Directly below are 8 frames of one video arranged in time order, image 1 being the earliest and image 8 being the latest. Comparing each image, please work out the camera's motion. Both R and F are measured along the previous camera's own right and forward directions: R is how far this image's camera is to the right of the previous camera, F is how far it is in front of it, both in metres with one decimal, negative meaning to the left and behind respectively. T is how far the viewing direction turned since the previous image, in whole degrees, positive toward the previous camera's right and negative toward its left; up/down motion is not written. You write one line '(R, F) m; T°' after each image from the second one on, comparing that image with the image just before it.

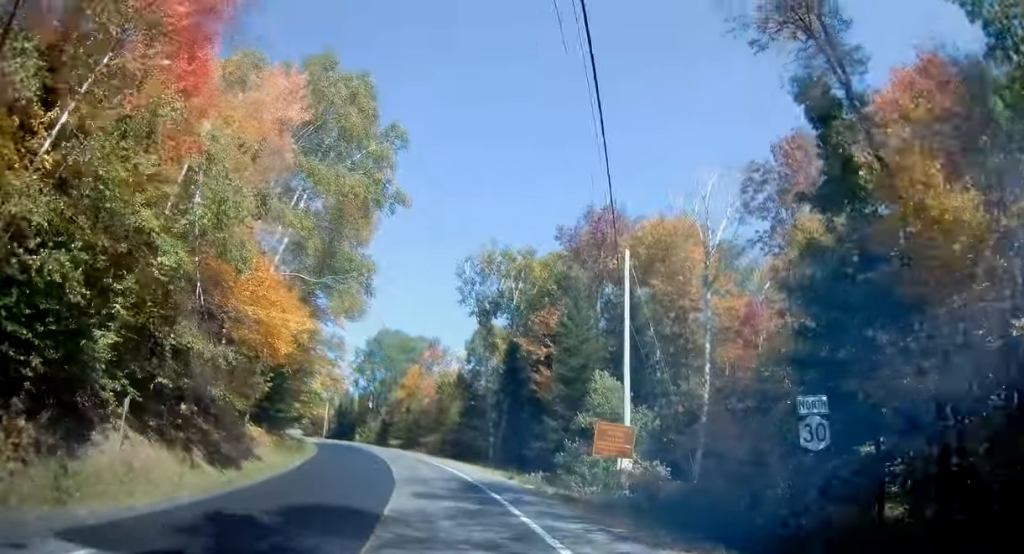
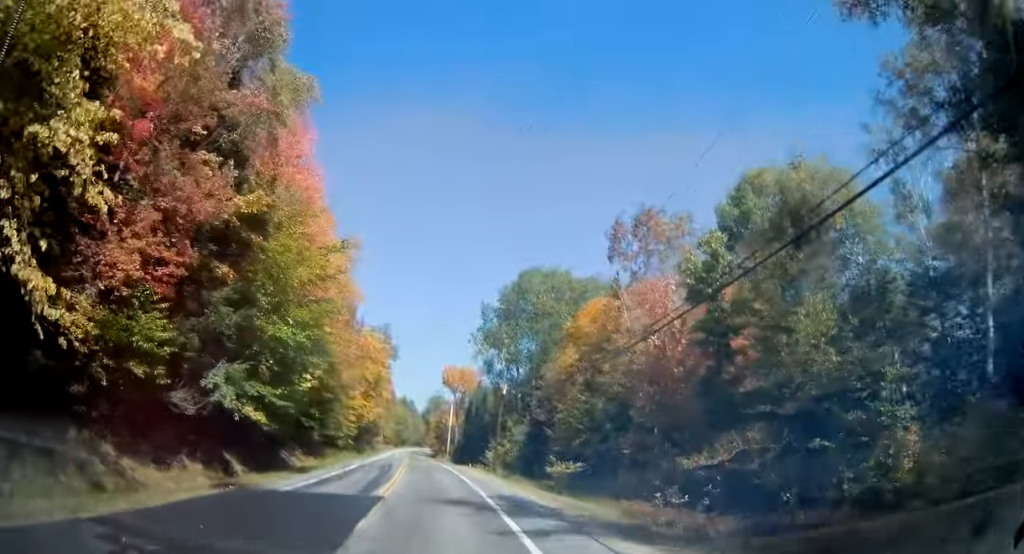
(-8.2, +60.9) m; -16°
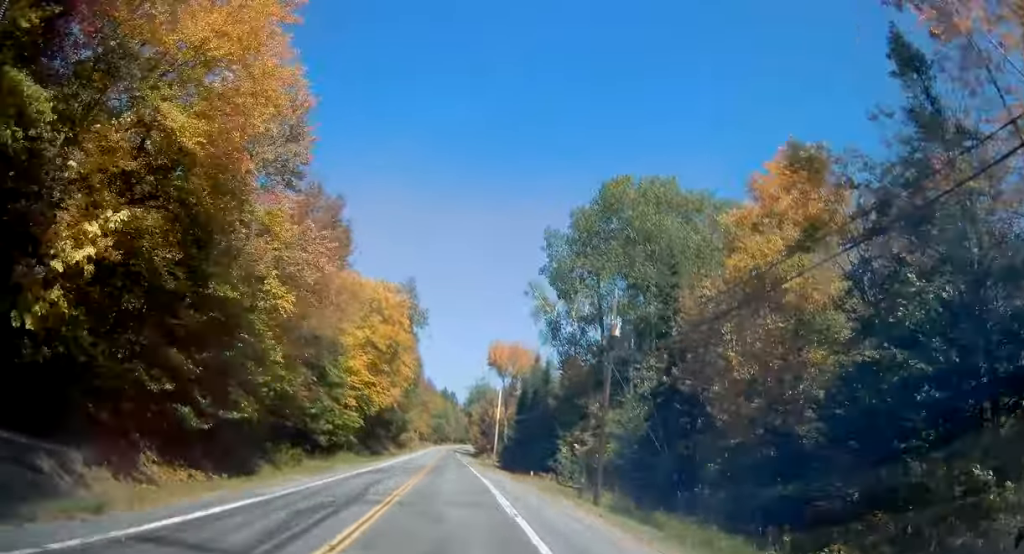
(-1.5, +32.9) m; -3°
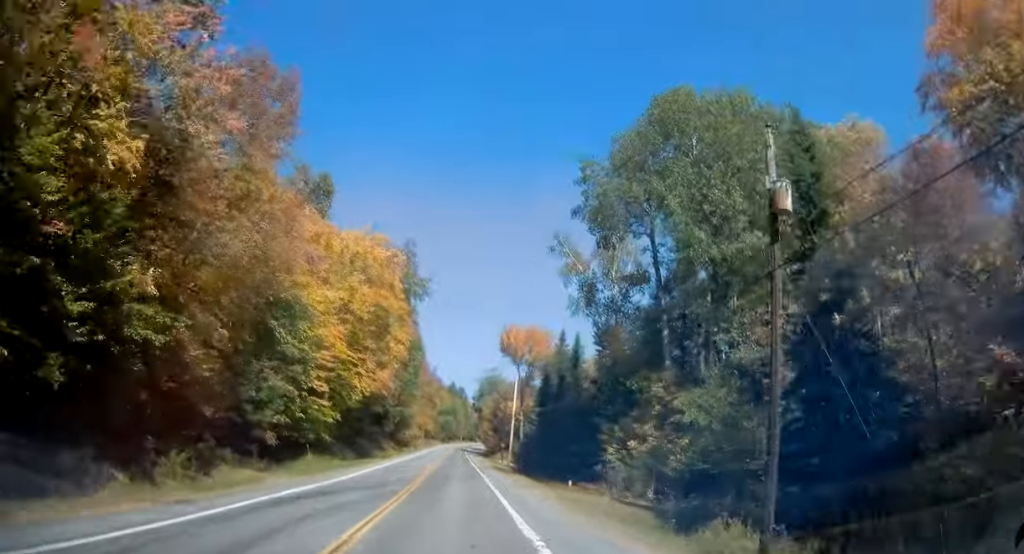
(-0.1, +15.4) m; -1°
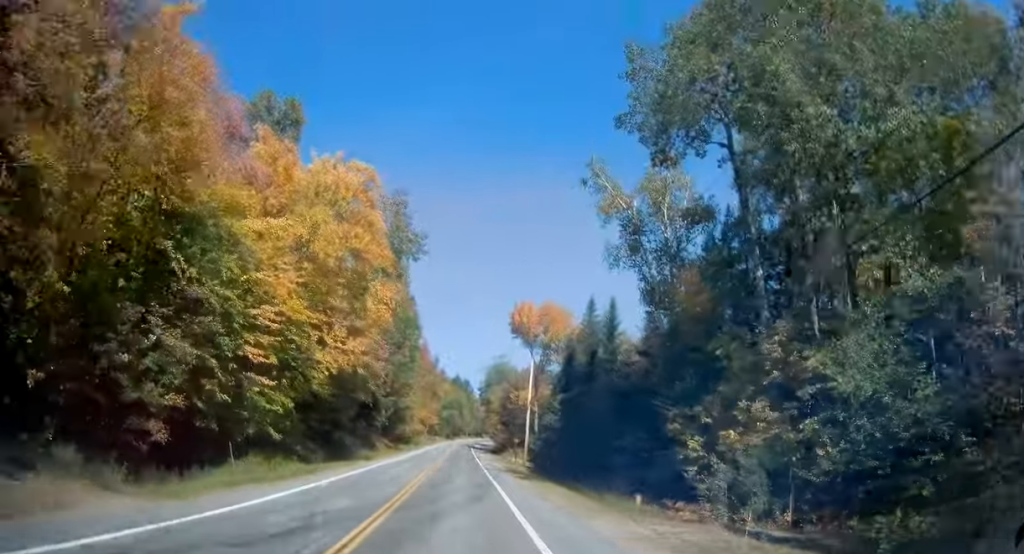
(-0.1, +12.9) m; -1°
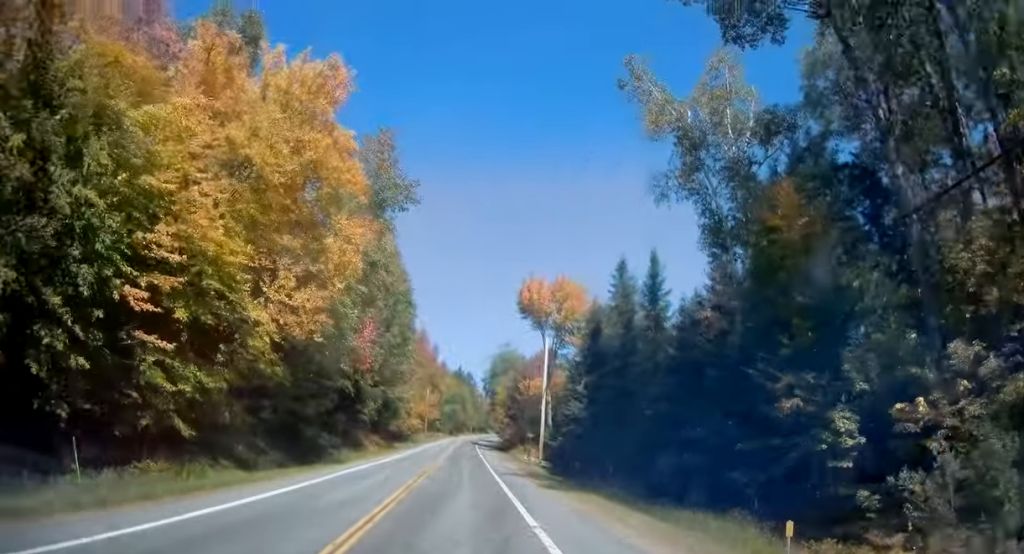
(-0.1, +9.7) m; -1°
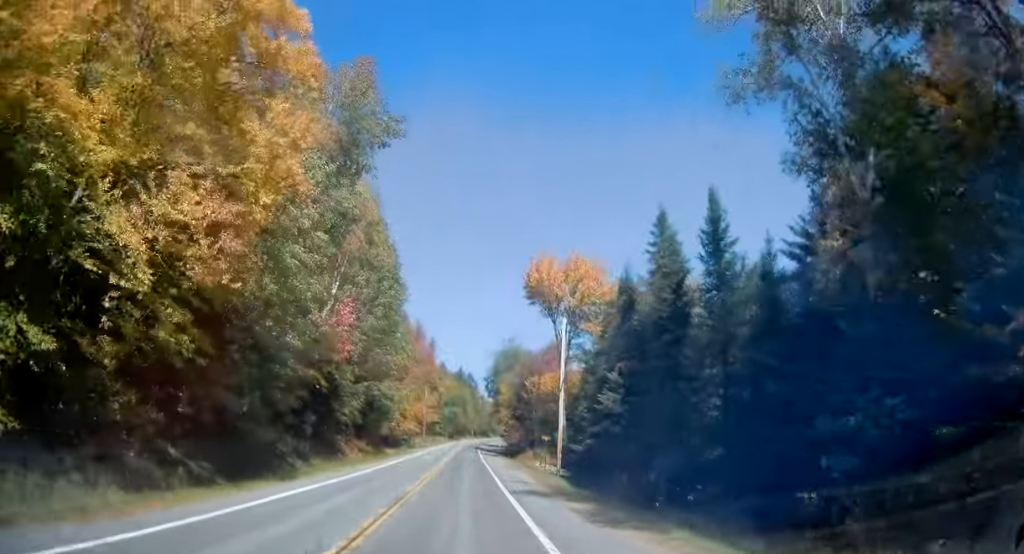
(0.0, +9.0) m; 0°
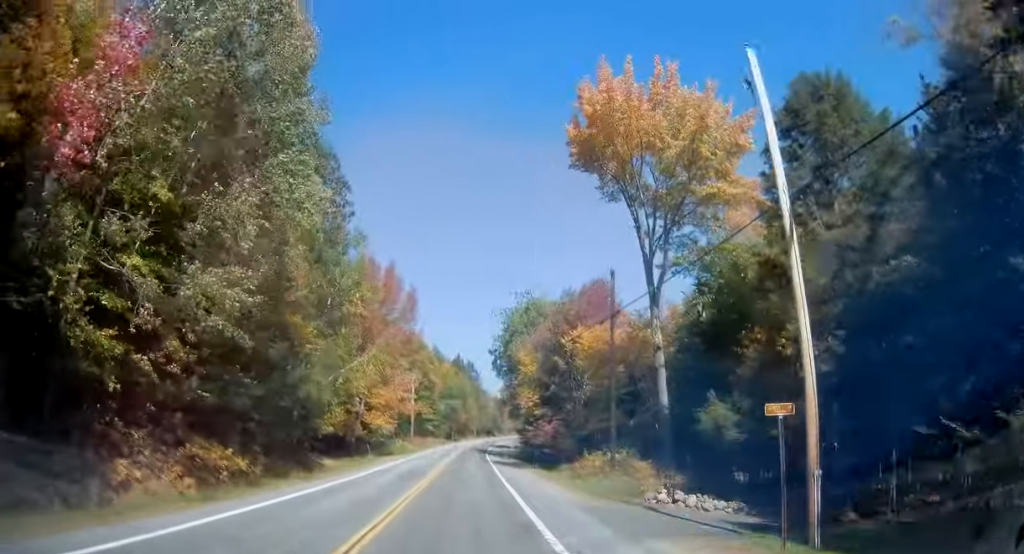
(-0.2, +30.9) m; 0°
